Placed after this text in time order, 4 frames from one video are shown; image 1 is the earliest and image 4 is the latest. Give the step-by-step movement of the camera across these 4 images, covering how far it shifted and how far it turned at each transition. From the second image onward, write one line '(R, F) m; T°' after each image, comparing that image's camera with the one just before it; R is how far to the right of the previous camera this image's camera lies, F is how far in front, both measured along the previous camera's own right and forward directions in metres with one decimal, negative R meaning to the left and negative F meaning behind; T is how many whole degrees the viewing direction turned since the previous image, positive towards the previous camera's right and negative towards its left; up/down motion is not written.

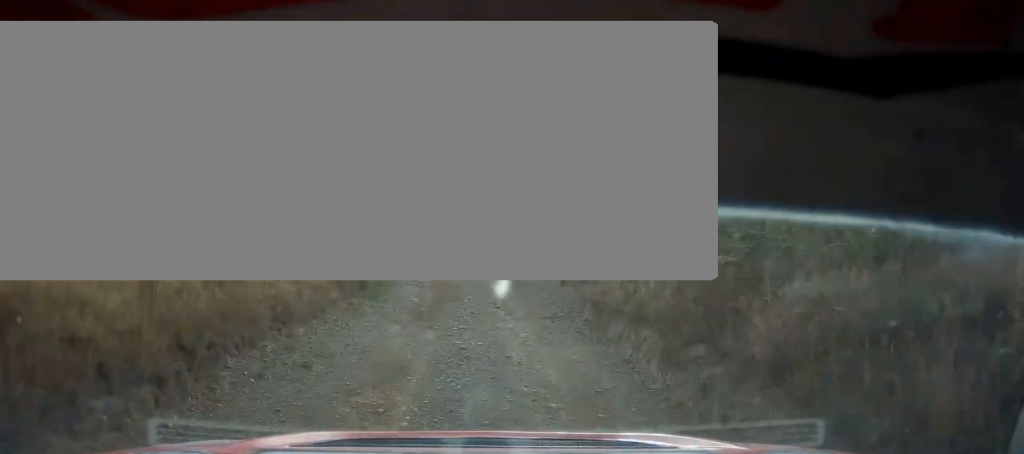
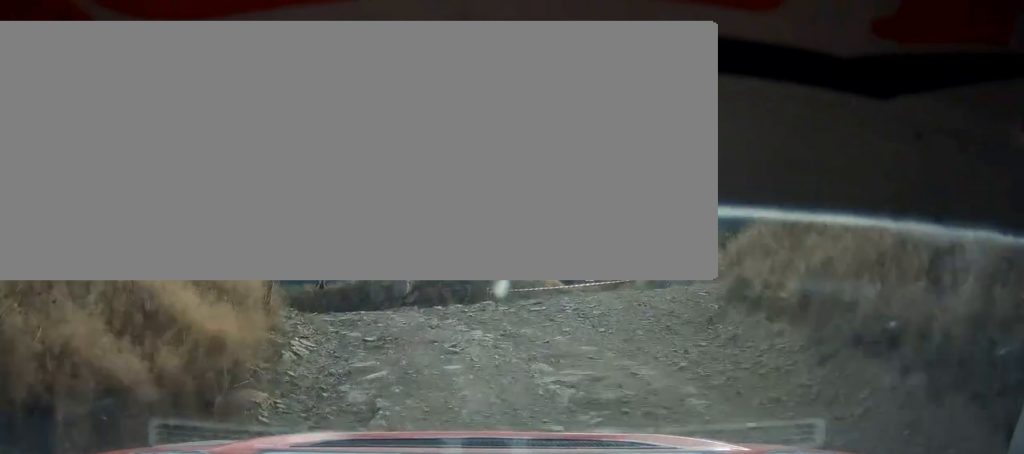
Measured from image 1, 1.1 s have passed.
(-3.4, +10.6) m; -32°
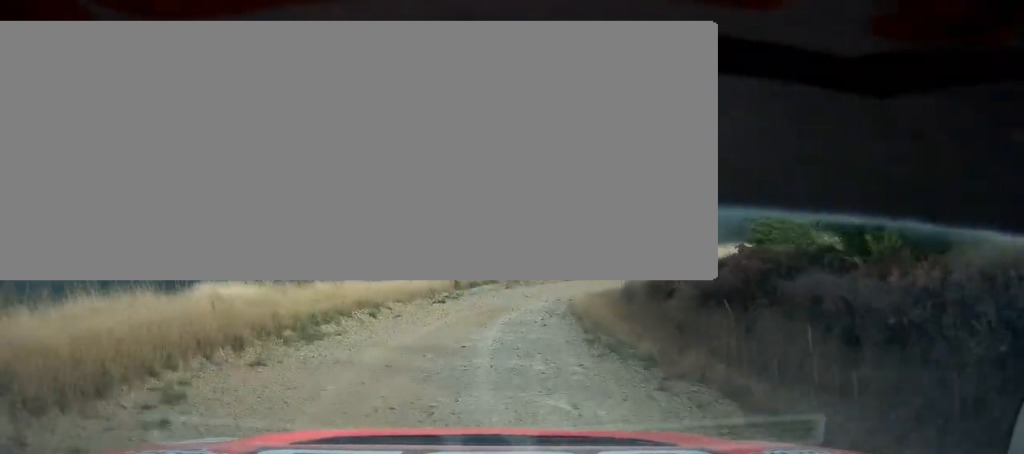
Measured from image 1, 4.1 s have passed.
(-1.3, +46.1) m; +4°
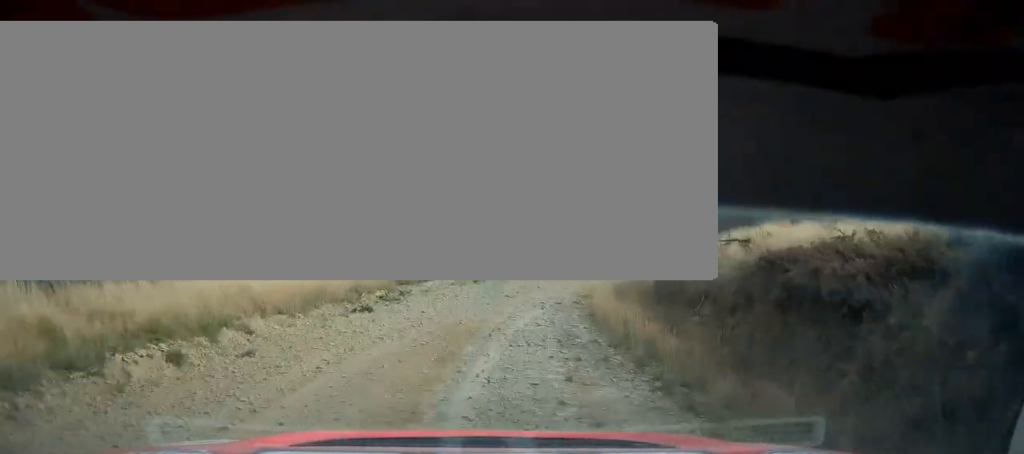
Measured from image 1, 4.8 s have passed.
(+0.1, +14.8) m; +5°
